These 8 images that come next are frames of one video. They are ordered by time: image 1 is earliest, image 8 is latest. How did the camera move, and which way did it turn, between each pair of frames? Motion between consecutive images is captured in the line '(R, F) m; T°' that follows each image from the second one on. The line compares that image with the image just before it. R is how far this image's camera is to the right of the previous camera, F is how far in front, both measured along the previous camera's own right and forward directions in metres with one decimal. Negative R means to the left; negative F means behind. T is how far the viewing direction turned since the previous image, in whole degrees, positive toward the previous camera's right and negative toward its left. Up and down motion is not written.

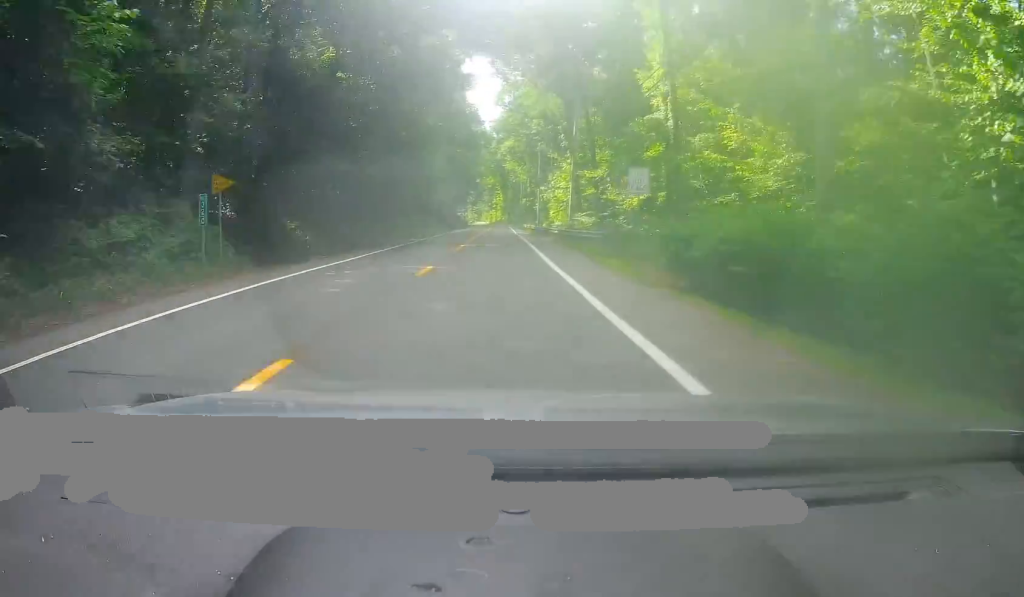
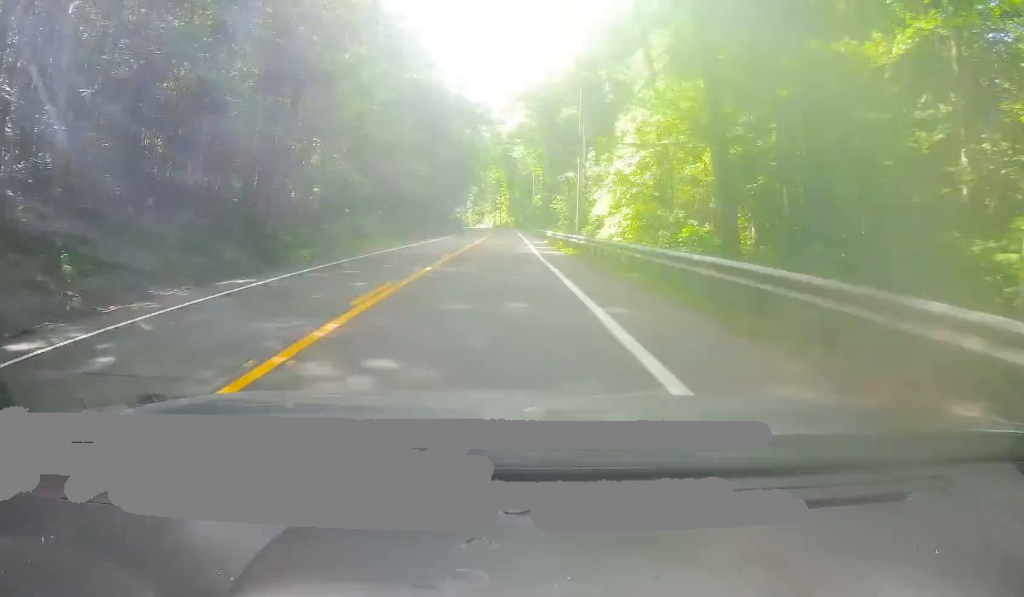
(-0.8, +40.2) m; -2°
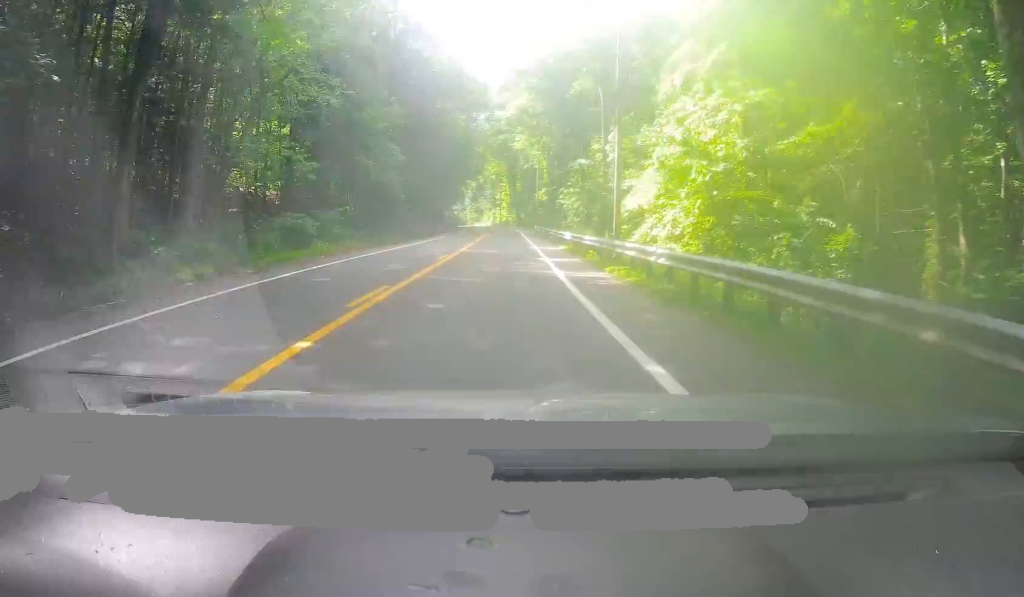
(0.0, +13.0) m; +1°
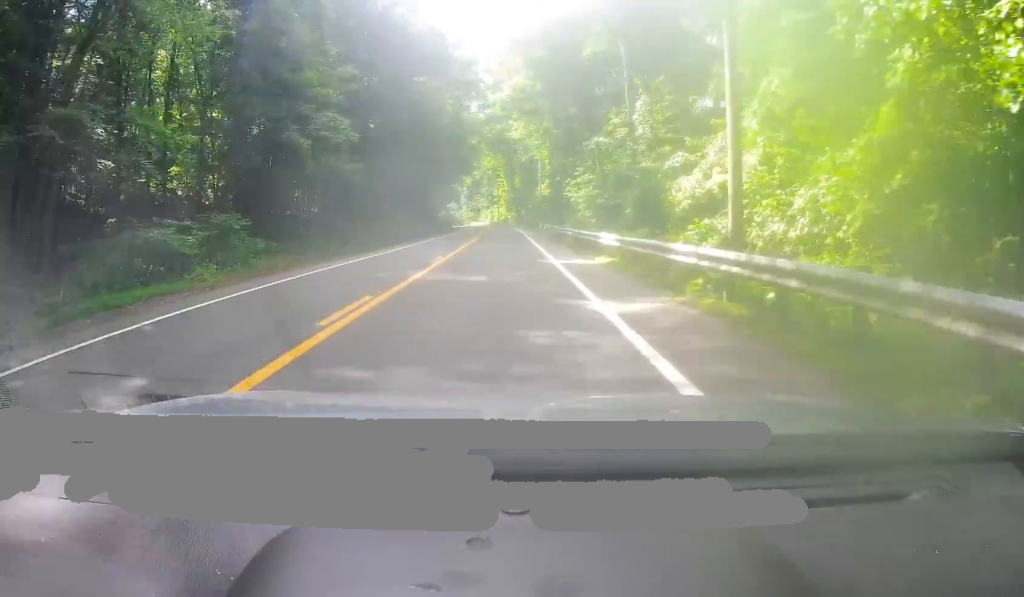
(0.0, +13.7) m; +1°
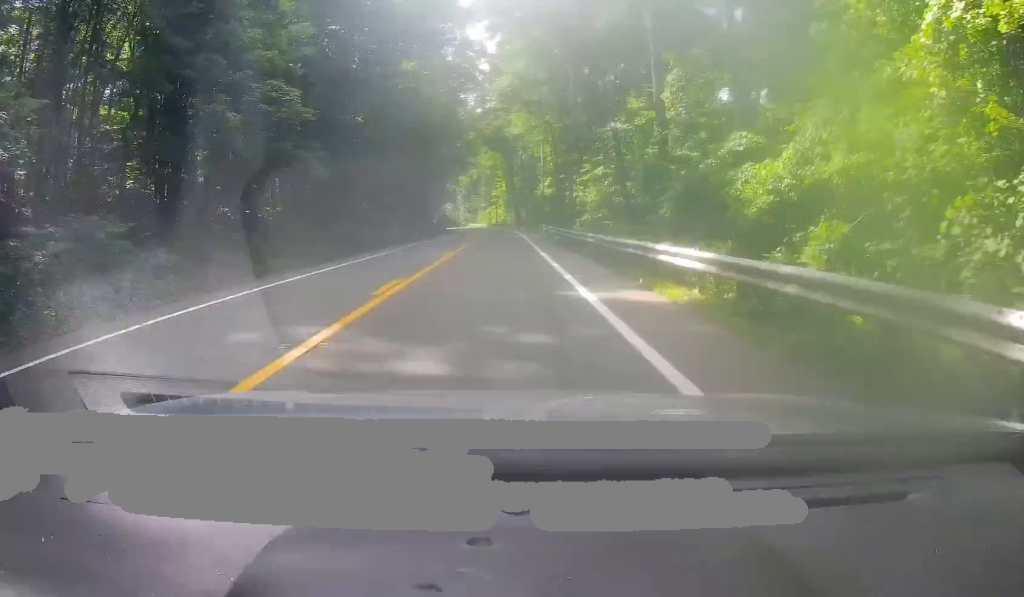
(+0.1, +8.2) m; +1°
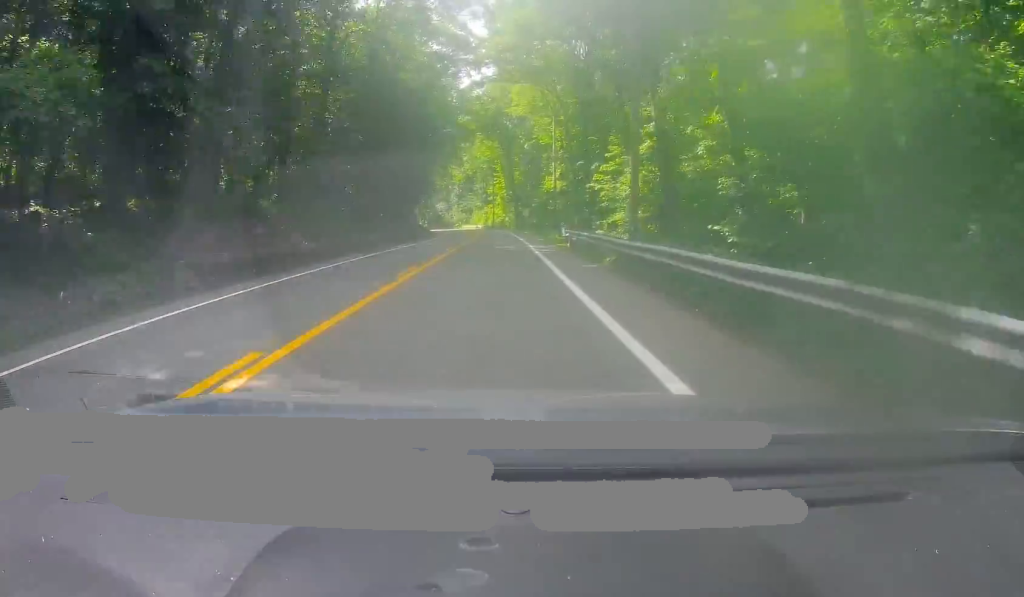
(+0.5, +20.2) m; +1°
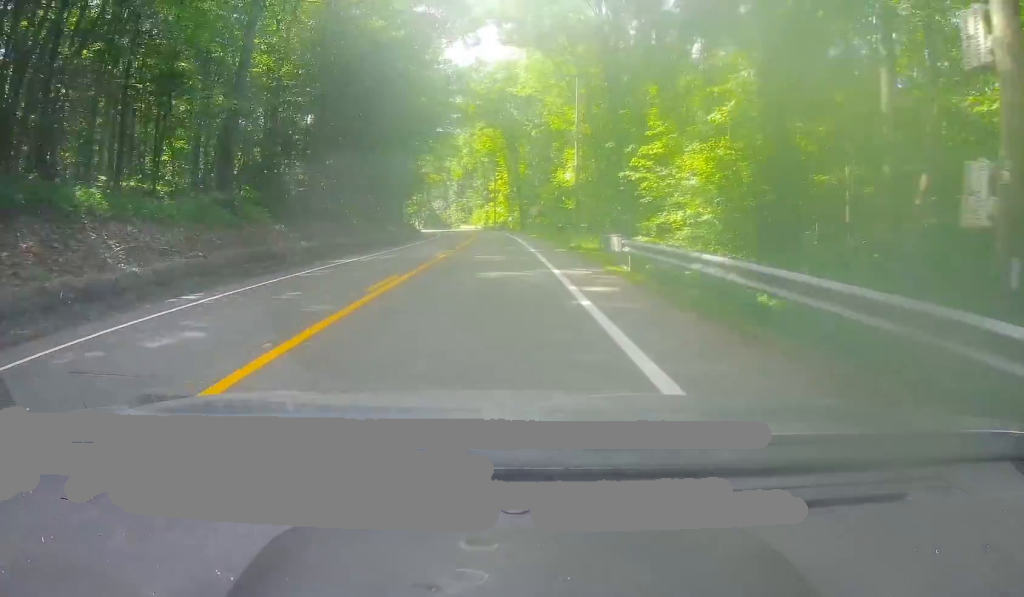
(0.0, +15.3) m; 0°
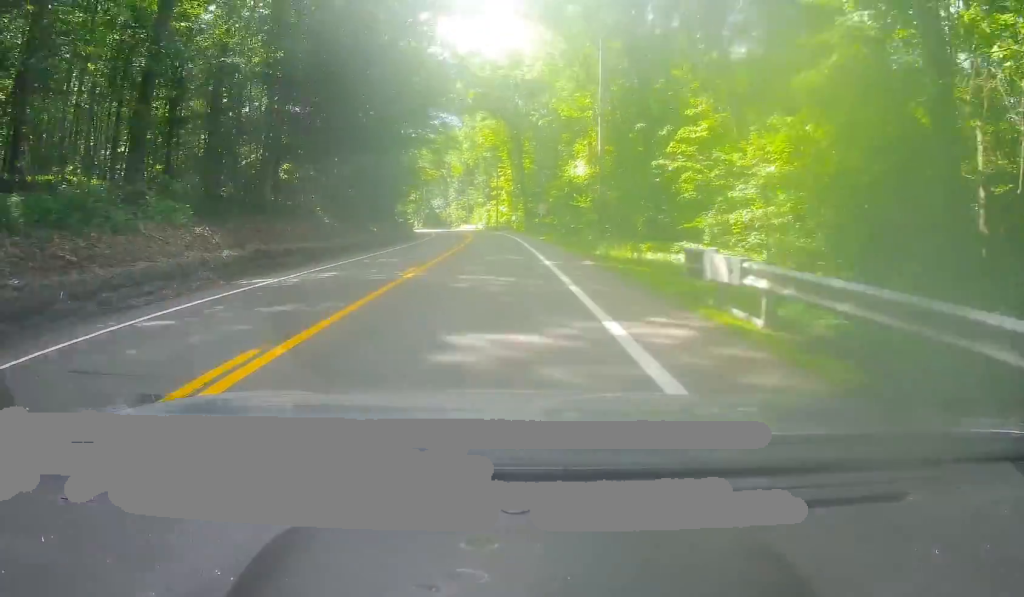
(-0.1, +8.6) m; 0°
